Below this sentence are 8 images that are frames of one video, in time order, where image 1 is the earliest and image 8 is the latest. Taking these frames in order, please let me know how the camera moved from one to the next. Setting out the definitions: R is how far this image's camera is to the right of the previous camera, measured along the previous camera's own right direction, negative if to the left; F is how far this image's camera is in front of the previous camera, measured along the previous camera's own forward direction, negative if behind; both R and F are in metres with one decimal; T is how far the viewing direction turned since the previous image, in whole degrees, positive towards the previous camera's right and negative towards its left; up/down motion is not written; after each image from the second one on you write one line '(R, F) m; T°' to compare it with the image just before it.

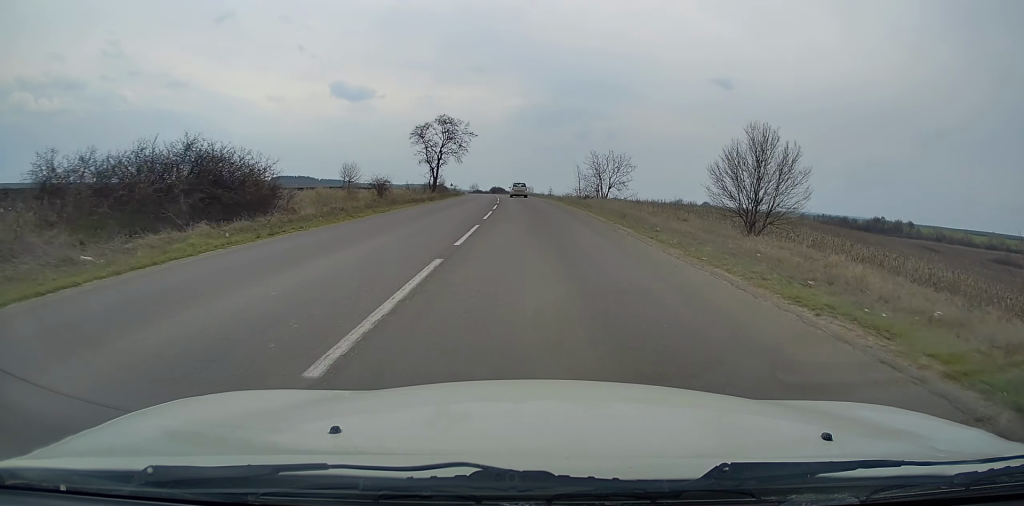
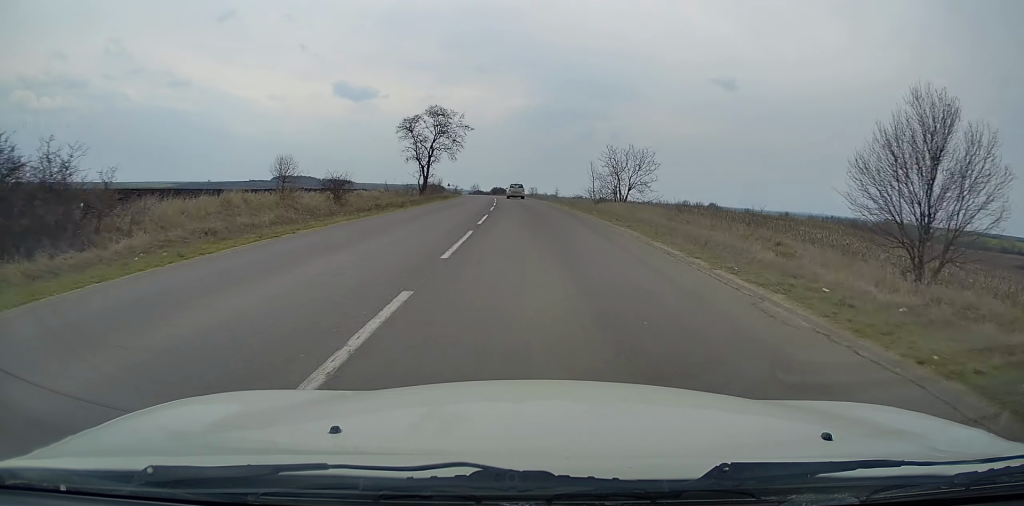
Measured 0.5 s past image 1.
(-0.1, +11.2) m; 0°
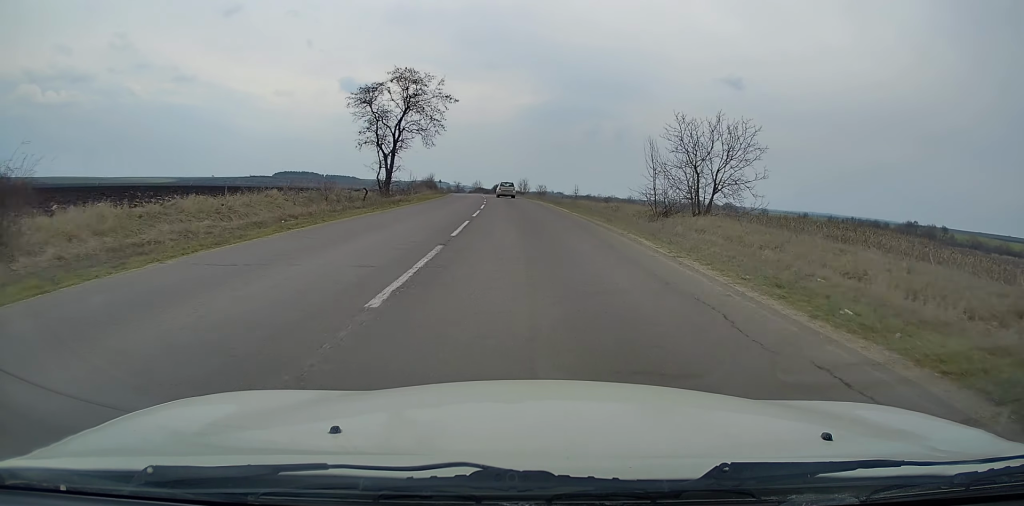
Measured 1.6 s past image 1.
(-0.1, +24.4) m; 0°
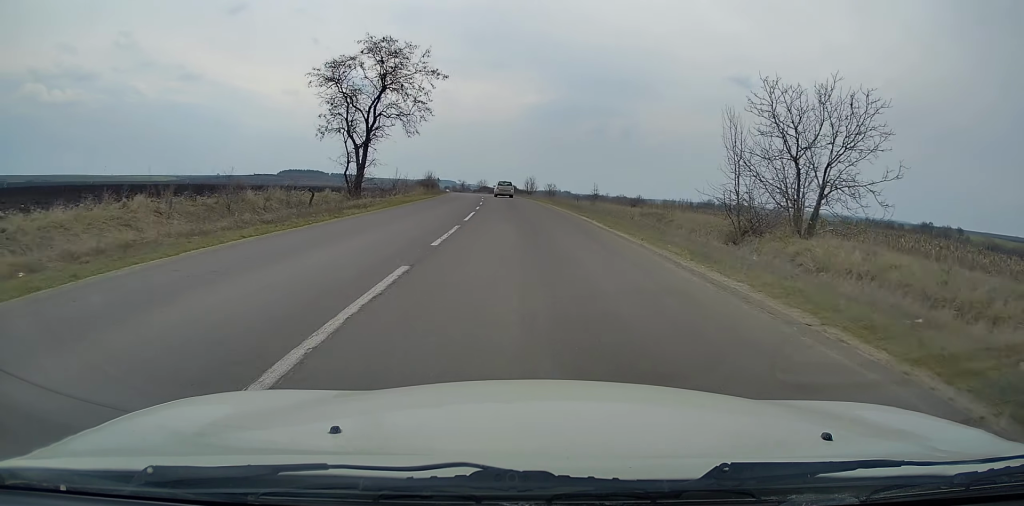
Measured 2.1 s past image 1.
(0.0, +11.7) m; -1°
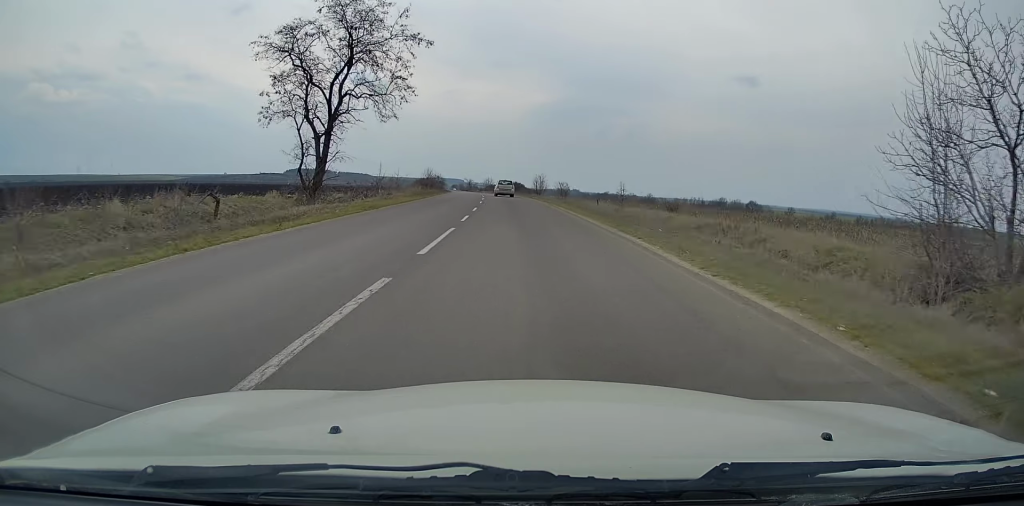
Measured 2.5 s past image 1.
(+0.1, +10.2) m; -1°
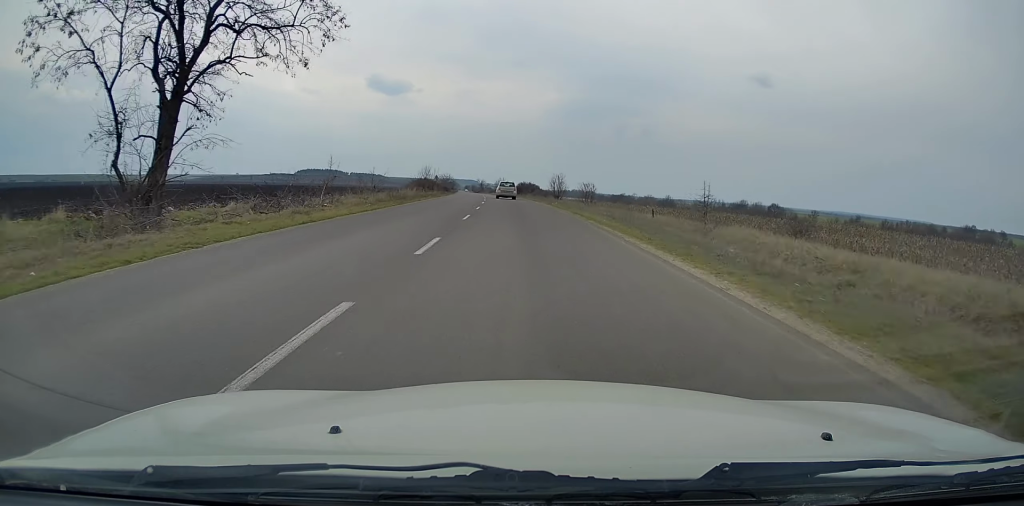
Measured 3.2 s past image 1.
(-0.3, +16.8) m; -1°
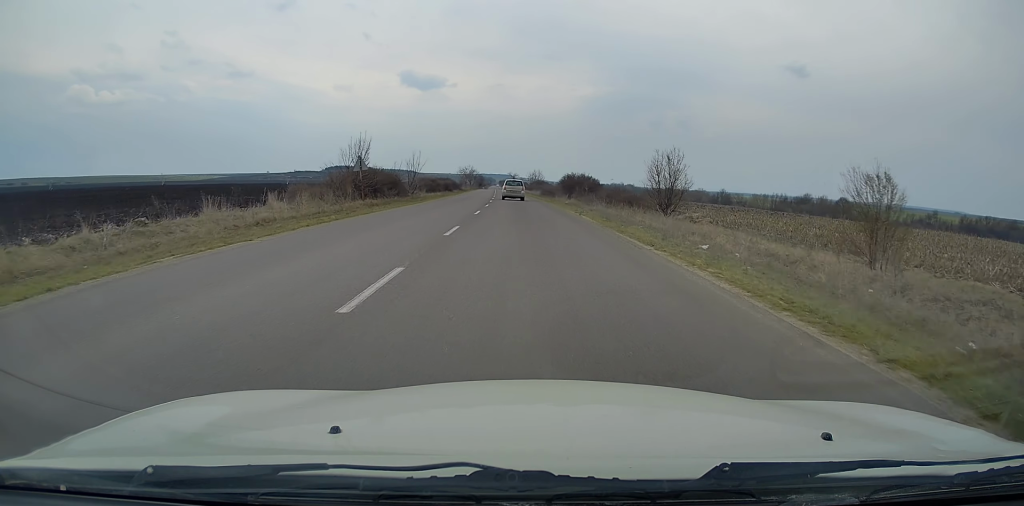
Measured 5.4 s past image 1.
(-1.4, +52.5) m; -3°
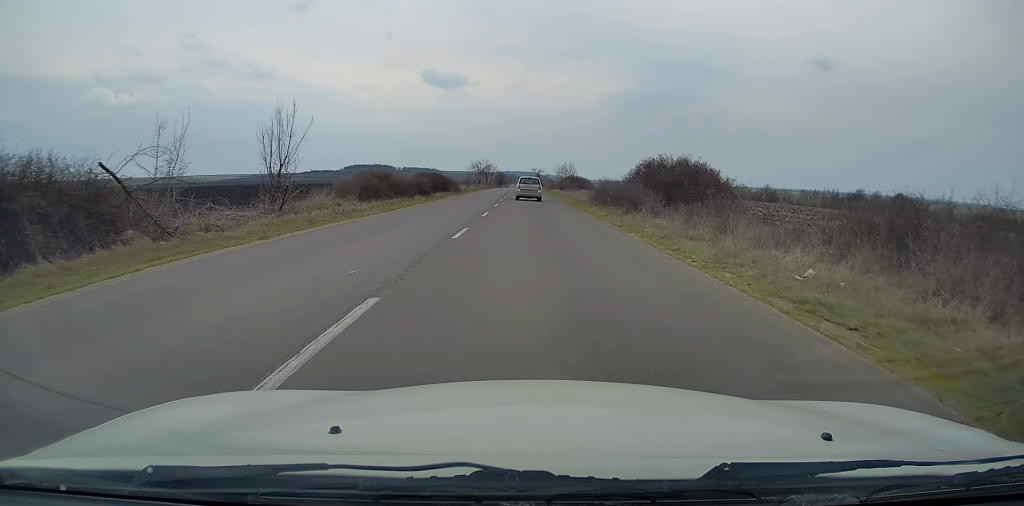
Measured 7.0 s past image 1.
(-0.9, +39.9) m; -2°
